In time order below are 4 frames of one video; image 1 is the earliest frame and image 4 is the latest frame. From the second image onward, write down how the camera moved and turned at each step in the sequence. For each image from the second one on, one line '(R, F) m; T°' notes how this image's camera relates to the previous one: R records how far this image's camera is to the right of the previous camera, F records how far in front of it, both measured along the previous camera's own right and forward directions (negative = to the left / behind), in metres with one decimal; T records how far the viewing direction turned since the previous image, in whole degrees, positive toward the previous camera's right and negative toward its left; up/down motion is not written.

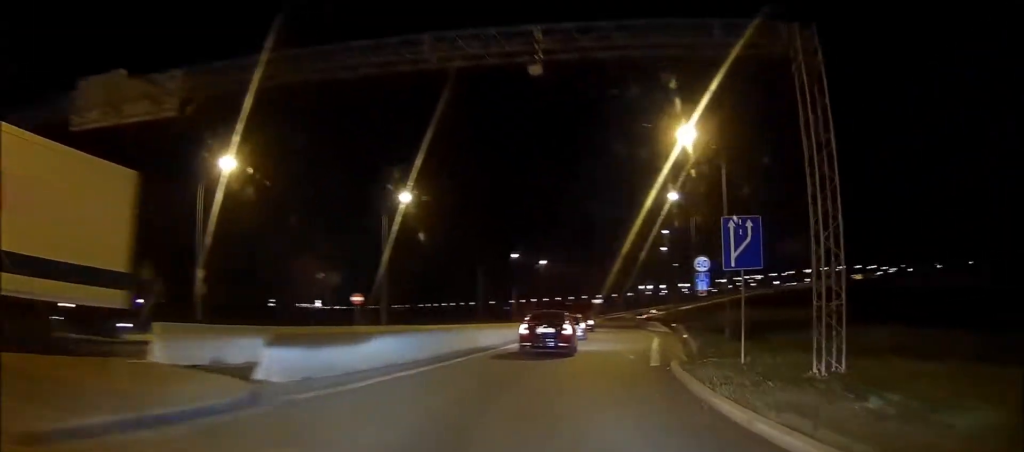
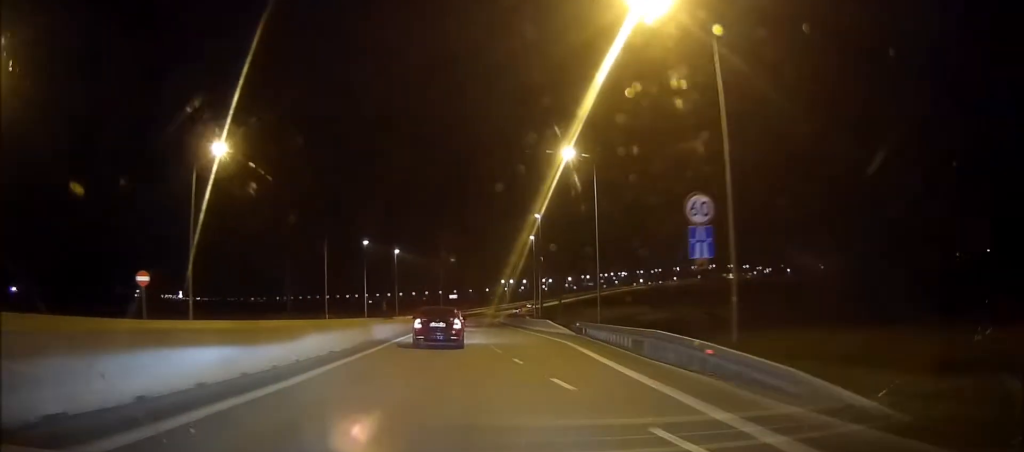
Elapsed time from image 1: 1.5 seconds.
(0.0, +19.5) m; 0°
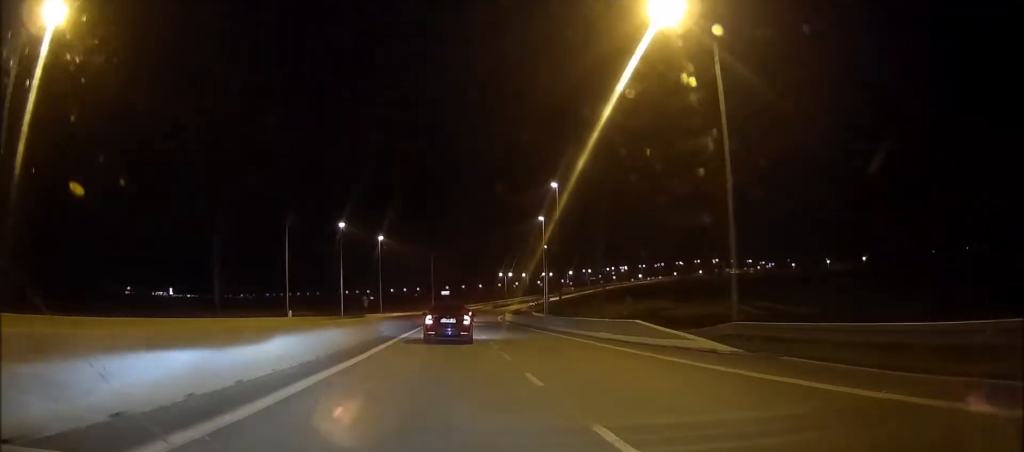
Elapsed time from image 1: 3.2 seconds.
(+0.5, +25.7) m; +2°
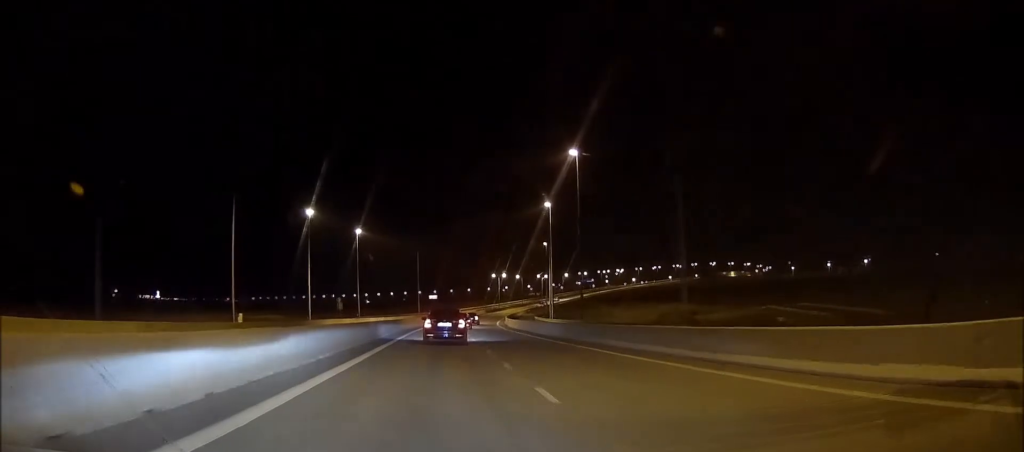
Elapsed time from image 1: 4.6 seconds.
(0.0, +23.4) m; 0°
